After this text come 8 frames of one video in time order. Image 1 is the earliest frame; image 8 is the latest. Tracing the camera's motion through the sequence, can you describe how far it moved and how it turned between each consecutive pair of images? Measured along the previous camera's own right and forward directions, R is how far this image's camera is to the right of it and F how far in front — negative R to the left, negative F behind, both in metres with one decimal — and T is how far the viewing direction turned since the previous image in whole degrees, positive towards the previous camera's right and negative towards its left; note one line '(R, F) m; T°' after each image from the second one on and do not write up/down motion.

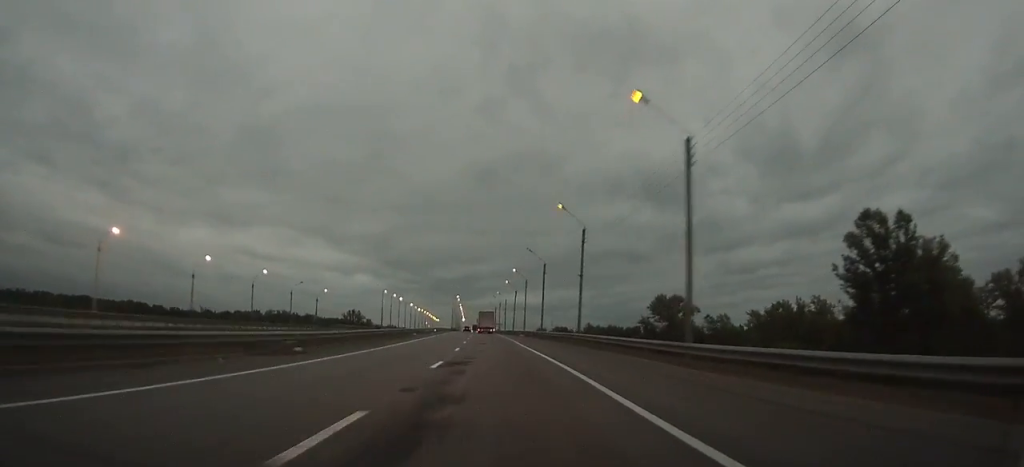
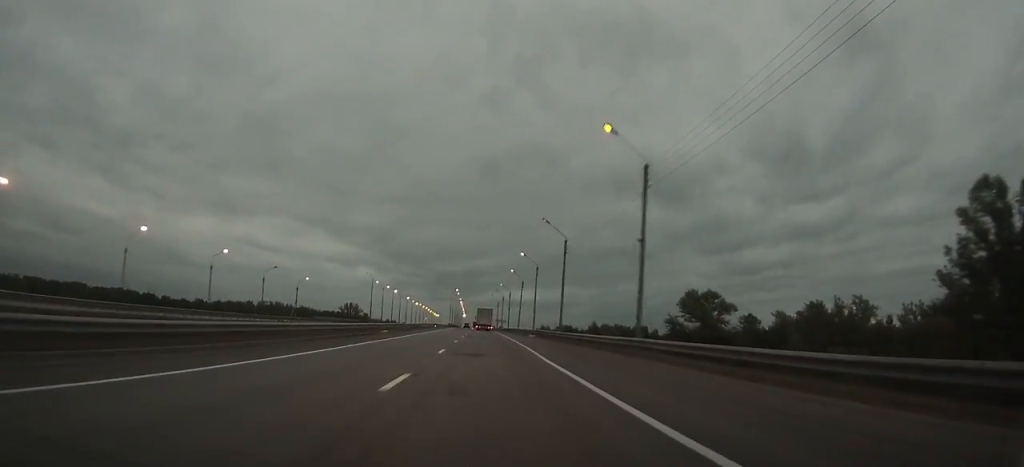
(-0.1, +18.8) m; 0°
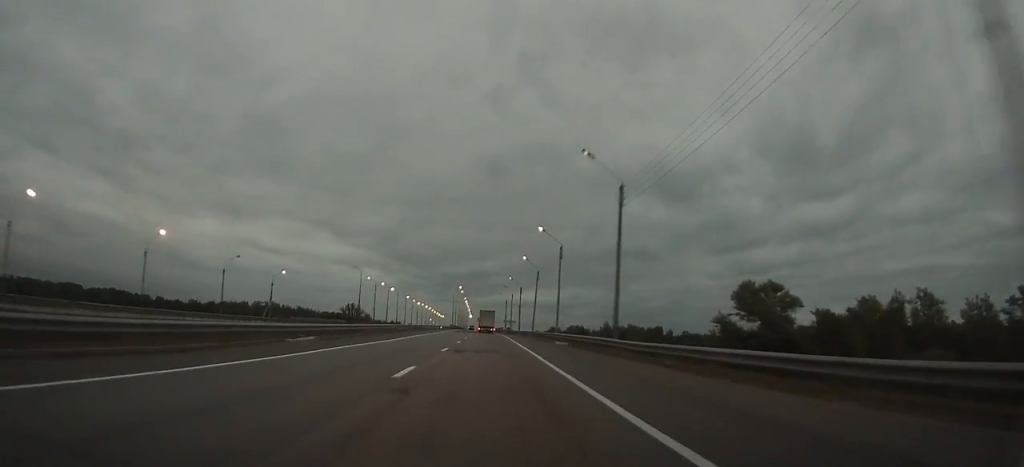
(0.0, +21.7) m; -1°
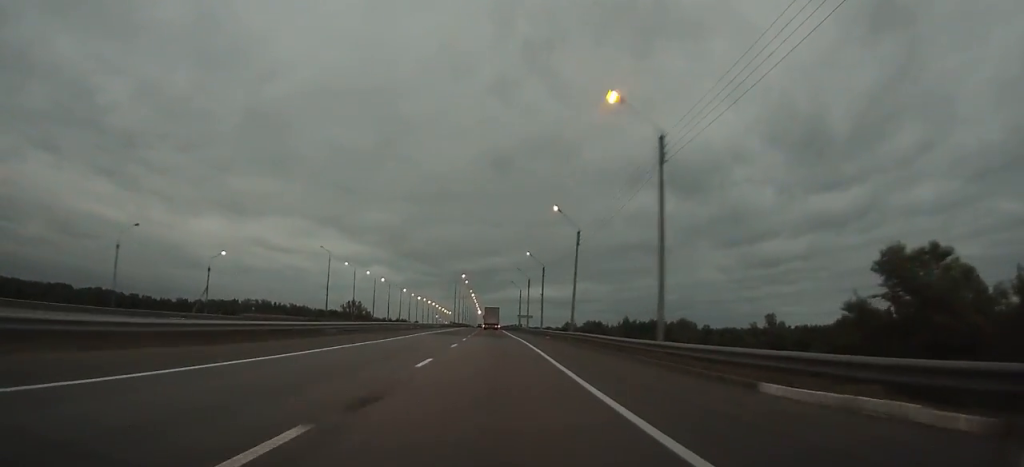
(-0.2, +33.1) m; -1°
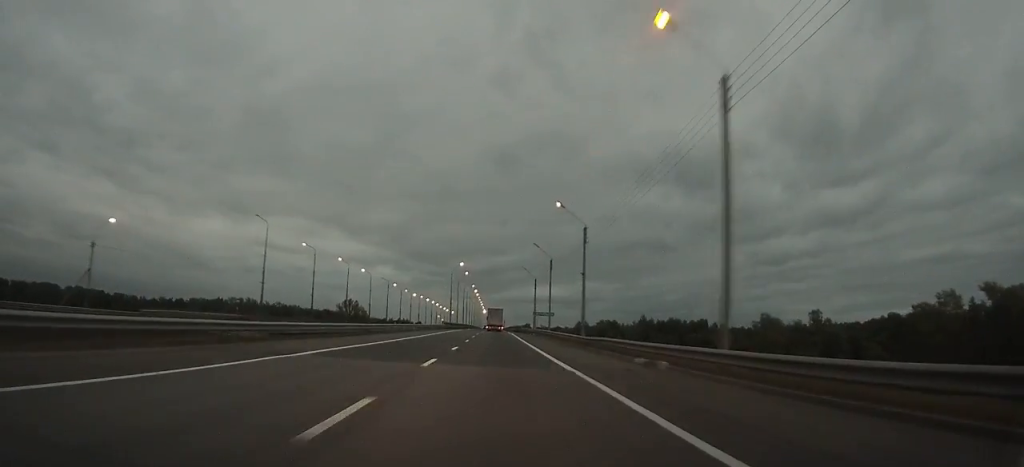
(-0.3, +31.6) m; -1°
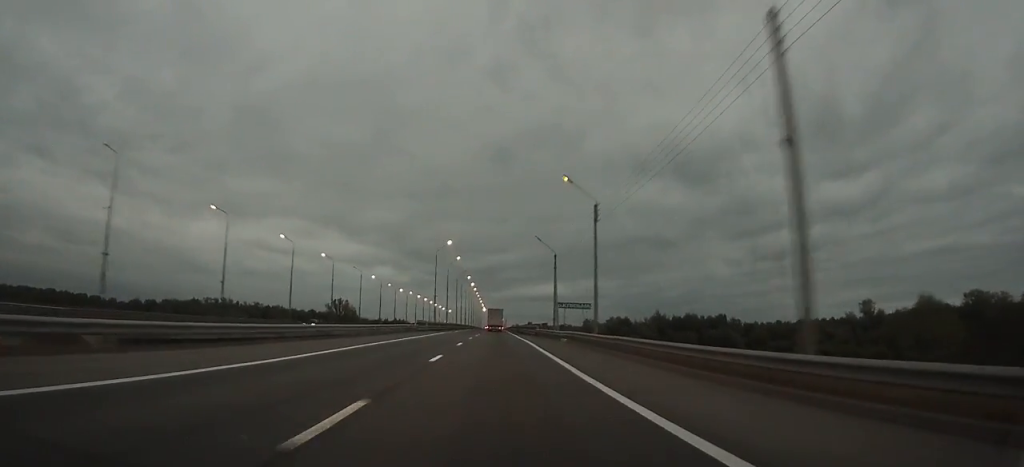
(-0.2, +31.6) m; -1°
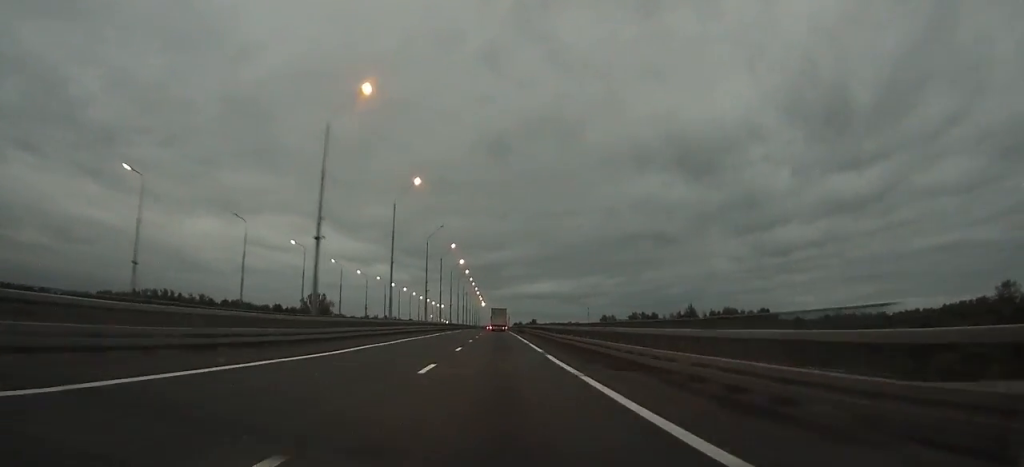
(-0.3, +58.8) m; 0°
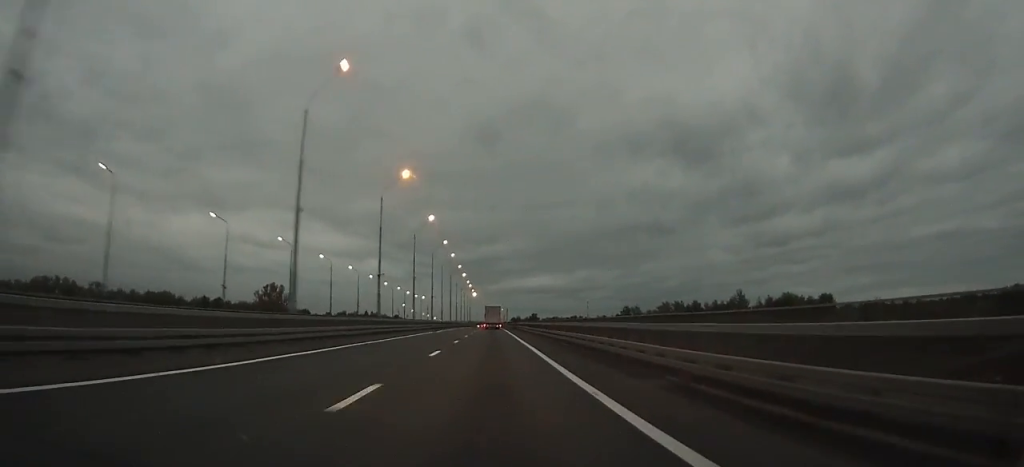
(+0.2, +65.8) m; 0°
